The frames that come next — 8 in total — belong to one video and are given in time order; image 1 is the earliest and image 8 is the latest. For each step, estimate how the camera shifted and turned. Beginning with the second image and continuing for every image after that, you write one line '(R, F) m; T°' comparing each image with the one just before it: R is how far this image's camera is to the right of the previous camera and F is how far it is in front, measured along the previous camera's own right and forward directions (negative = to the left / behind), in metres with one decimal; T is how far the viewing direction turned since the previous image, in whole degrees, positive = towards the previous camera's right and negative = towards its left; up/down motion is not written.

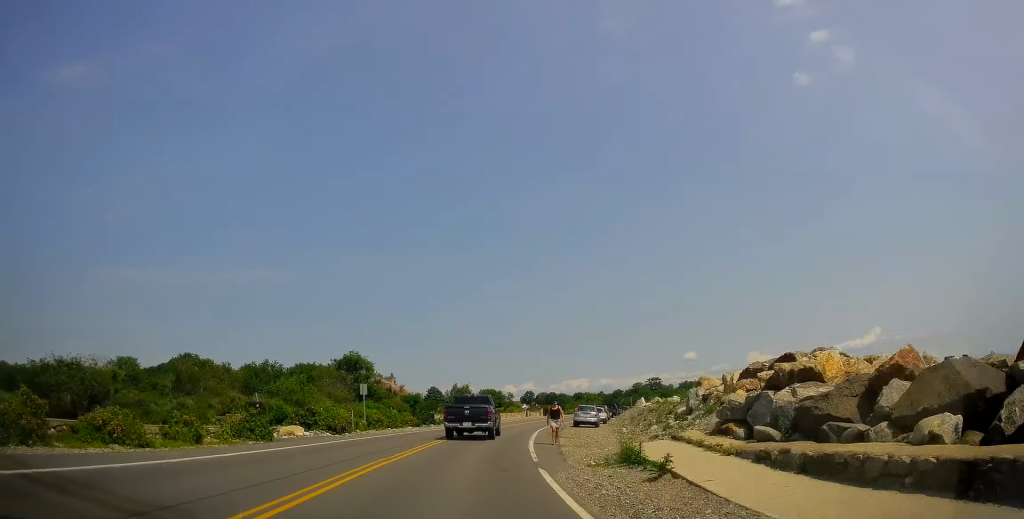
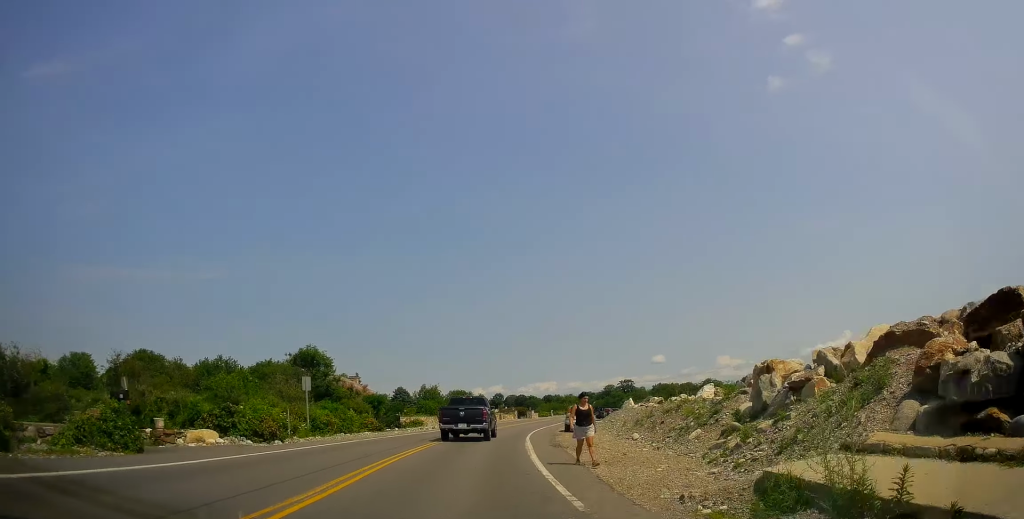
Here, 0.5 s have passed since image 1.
(+0.5, +7.8) m; +3°
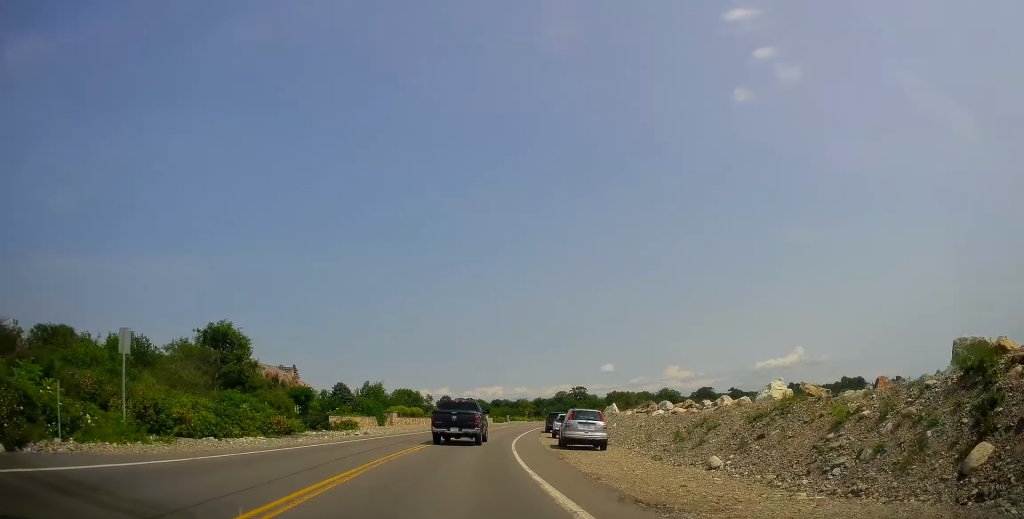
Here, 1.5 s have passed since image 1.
(+0.2, +13.5) m; +4°
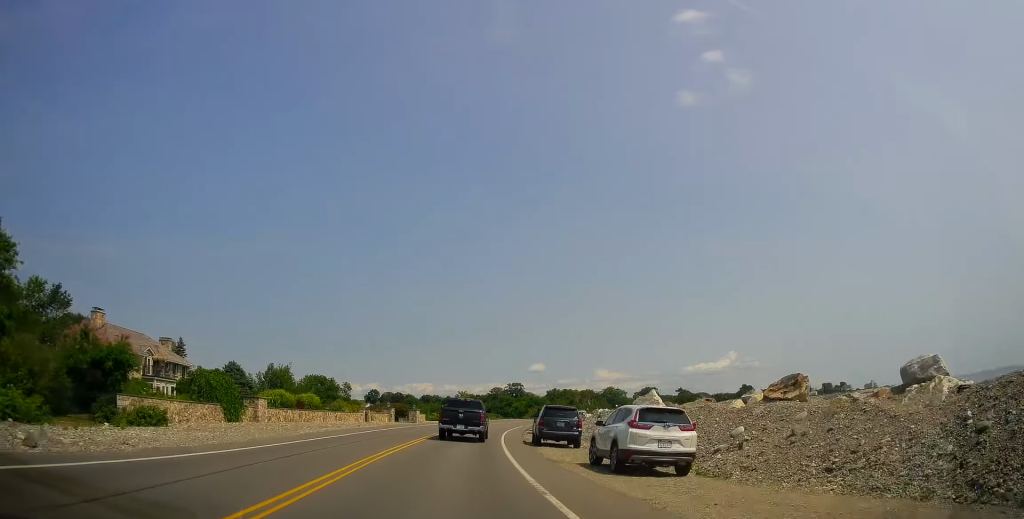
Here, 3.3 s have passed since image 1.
(+2.5, +26.3) m; +8°
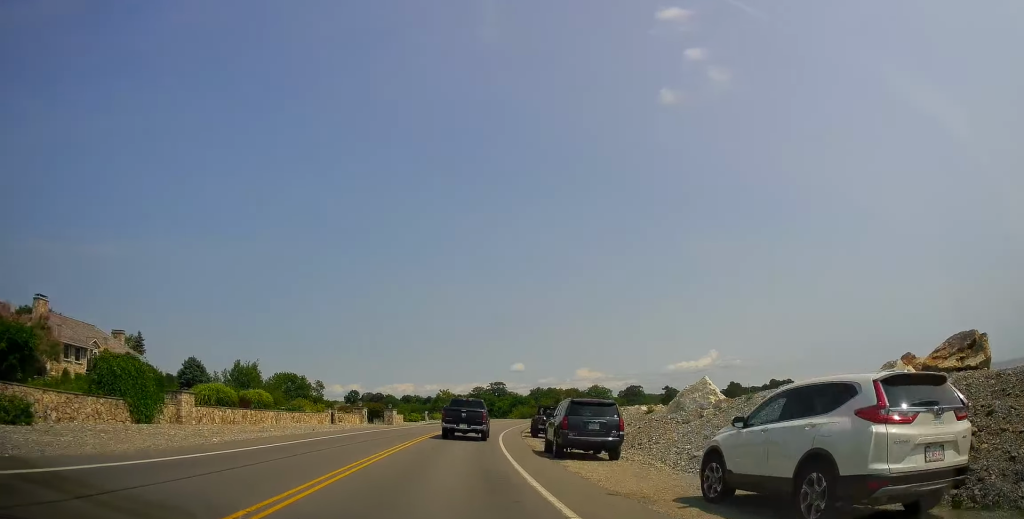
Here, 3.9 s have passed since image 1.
(+0.1, +8.5) m; +2°
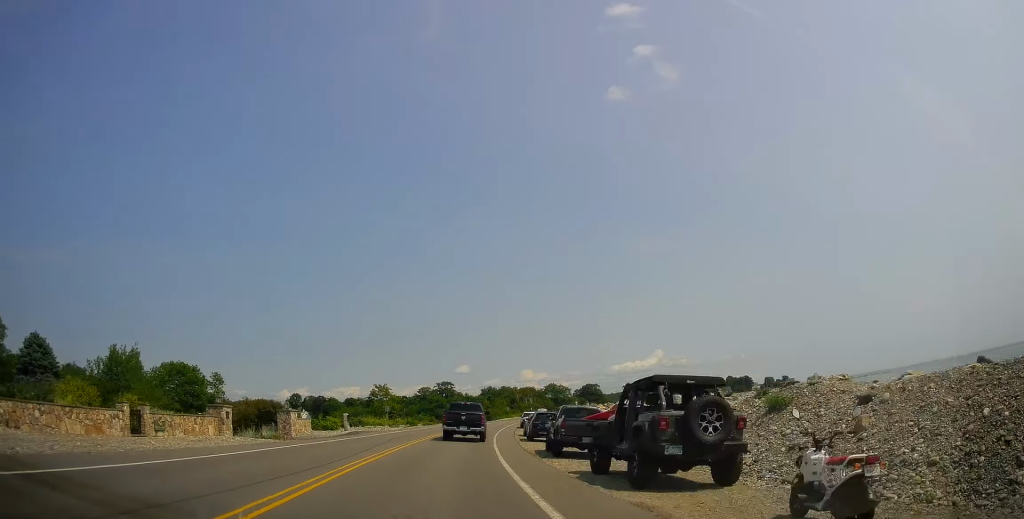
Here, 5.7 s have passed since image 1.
(+1.3, +25.4) m; +7°
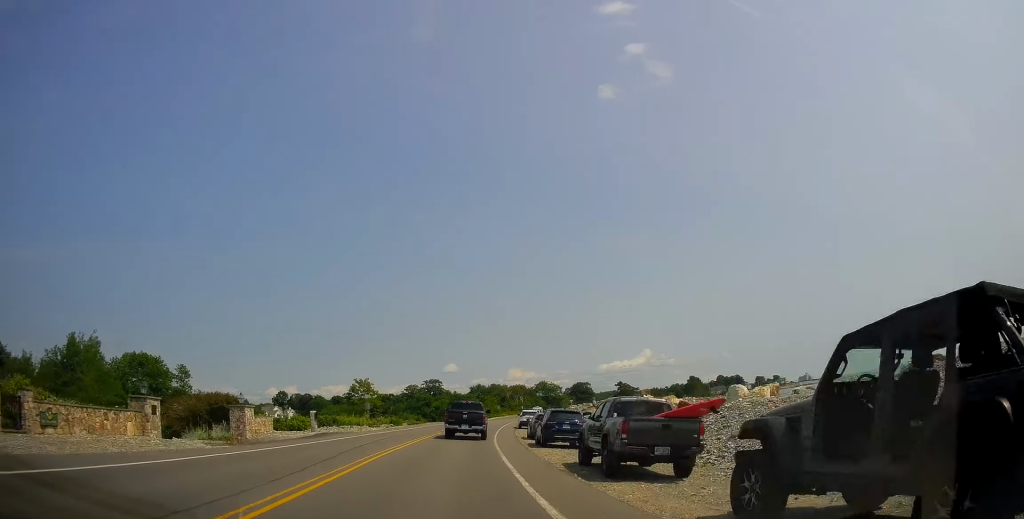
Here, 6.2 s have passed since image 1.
(+0.2, +7.5) m; 0°
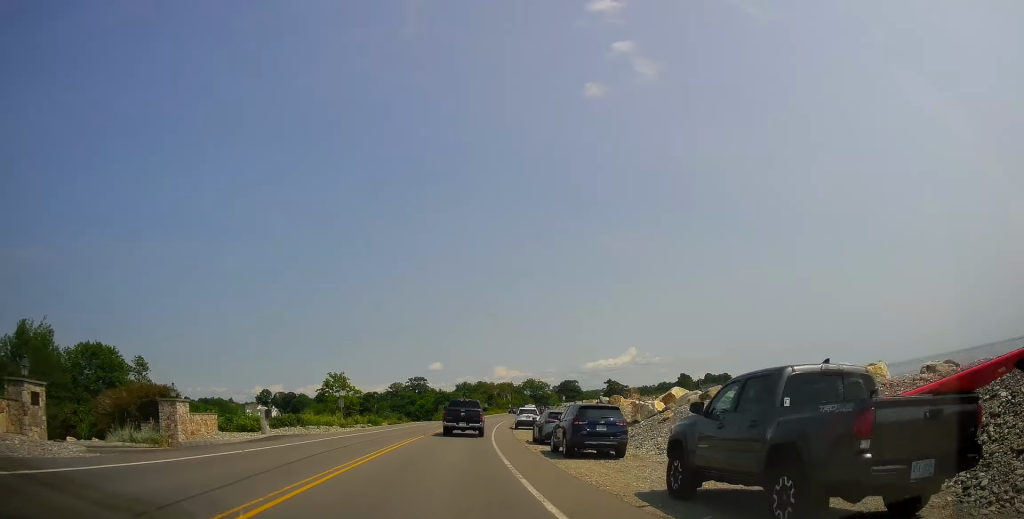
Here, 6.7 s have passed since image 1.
(+0.2, +7.5) m; 0°
